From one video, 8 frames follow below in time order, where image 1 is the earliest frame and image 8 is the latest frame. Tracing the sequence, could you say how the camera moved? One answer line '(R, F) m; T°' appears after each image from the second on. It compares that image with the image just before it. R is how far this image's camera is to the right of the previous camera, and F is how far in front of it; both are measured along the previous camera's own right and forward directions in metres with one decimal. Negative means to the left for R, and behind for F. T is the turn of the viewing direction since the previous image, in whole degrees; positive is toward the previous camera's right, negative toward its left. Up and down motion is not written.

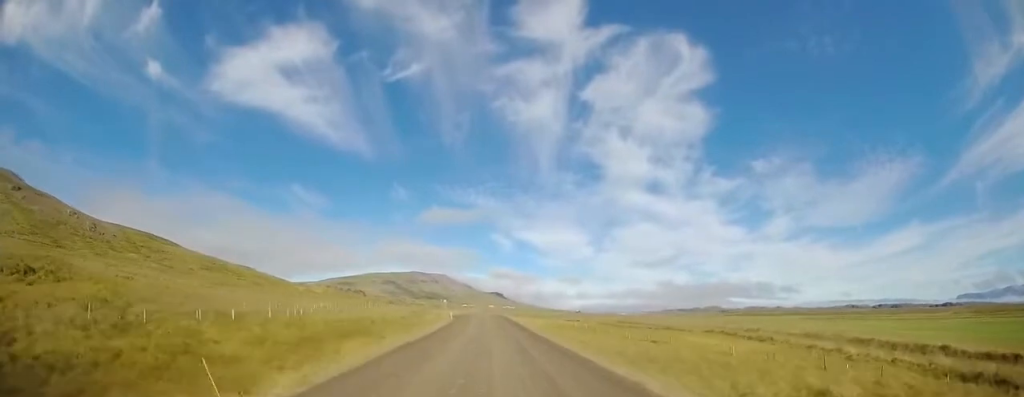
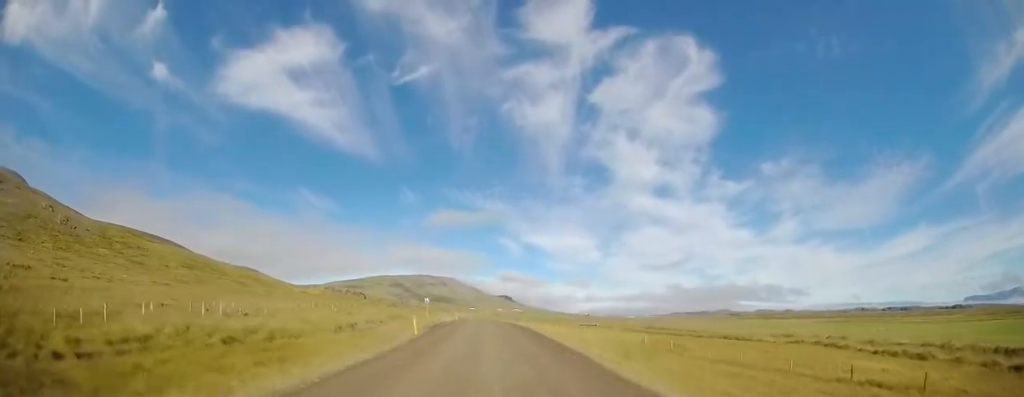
(-0.3, +25.5) m; -1°
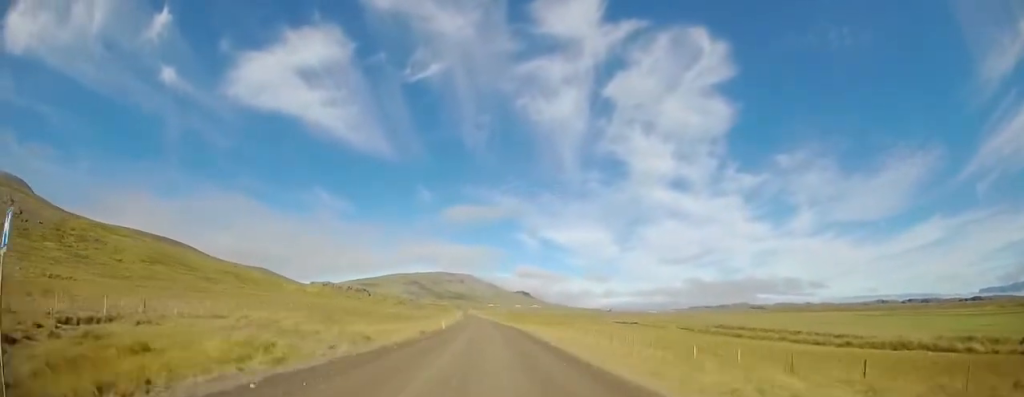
(-1.1, +42.1) m; -3°
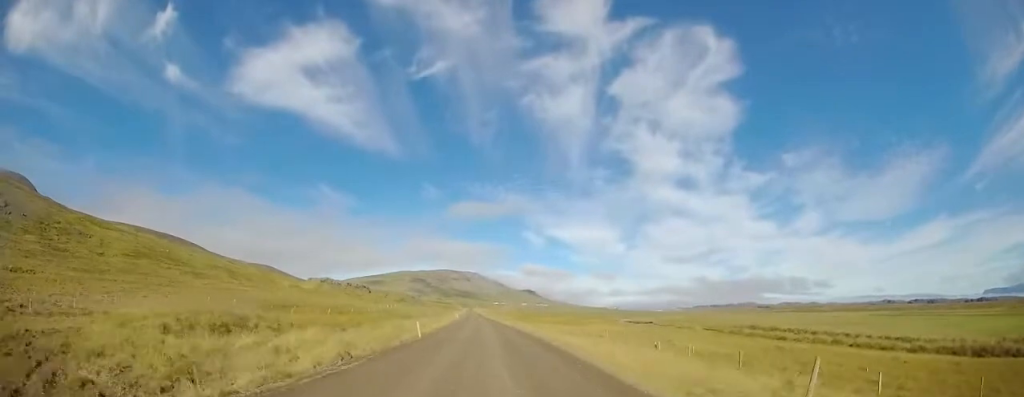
(0.0, +13.8) m; -1°
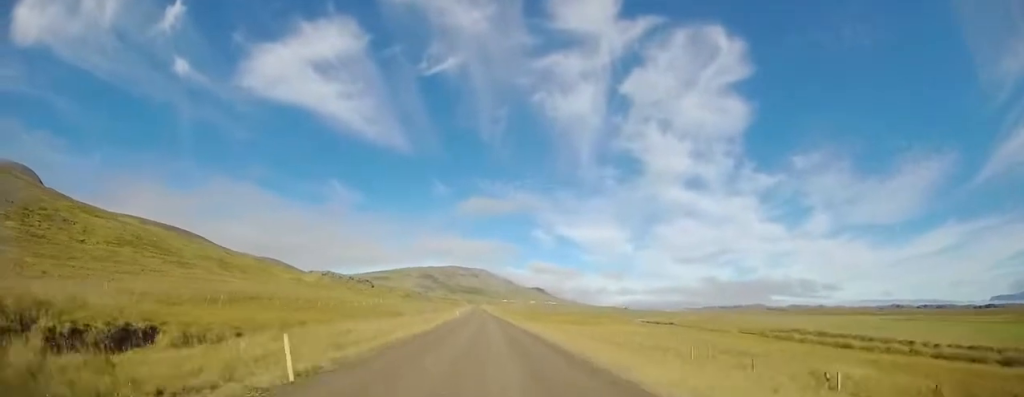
(-0.2, +15.4) m; -1°
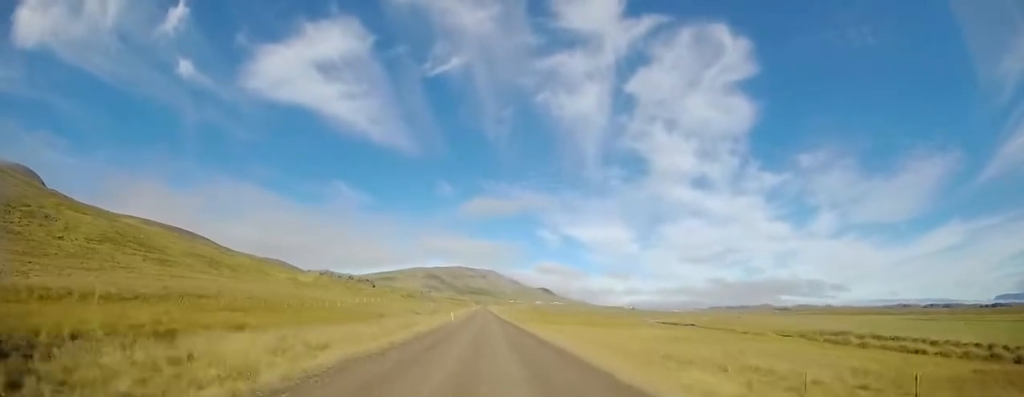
(-0.1, +14.3) m; -1°
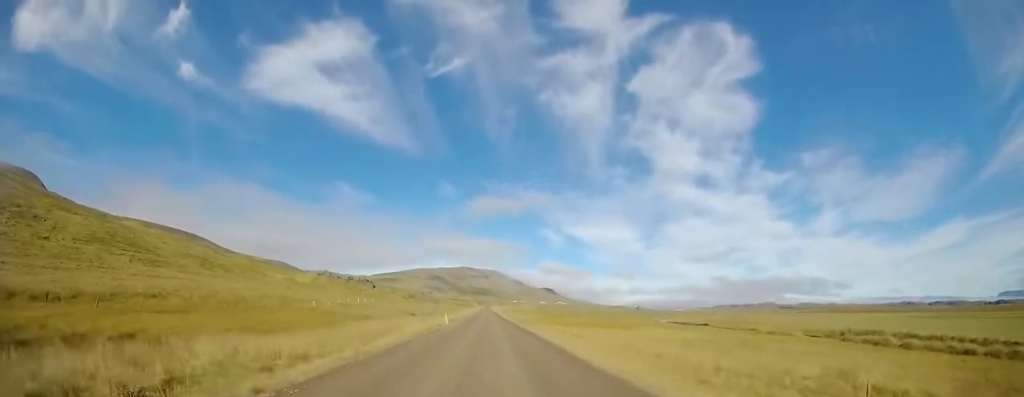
(0.0, +8.8) m; 0°
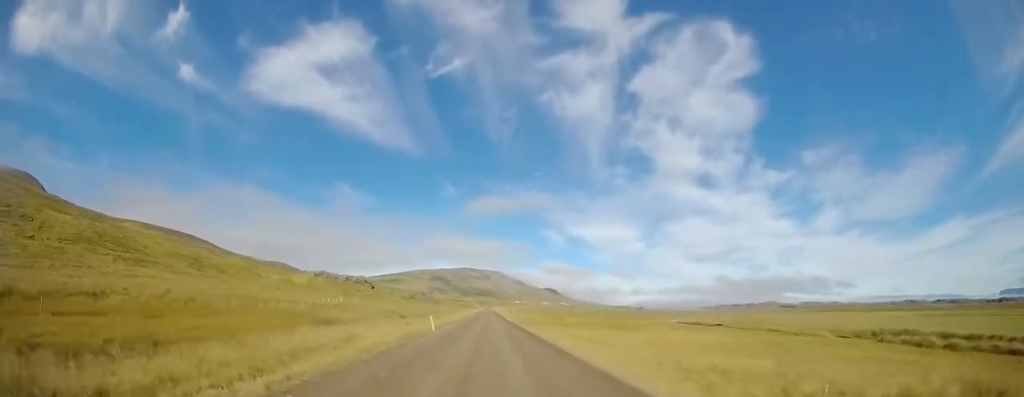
(-0.1, +8.8) m; -1°
